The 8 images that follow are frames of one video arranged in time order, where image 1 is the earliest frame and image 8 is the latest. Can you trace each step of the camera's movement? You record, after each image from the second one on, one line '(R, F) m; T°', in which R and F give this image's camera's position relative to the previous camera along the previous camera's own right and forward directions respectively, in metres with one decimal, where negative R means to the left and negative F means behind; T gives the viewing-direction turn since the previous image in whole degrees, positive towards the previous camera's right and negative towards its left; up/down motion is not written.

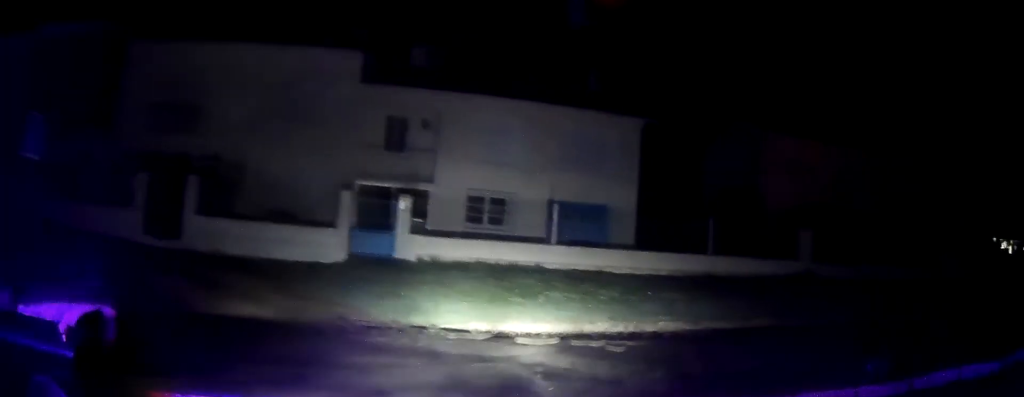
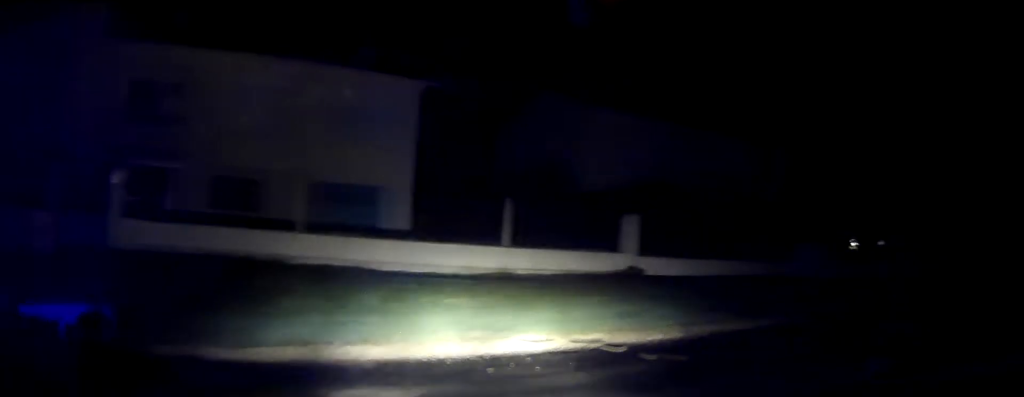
(+0.7, +6.1) m; +16°
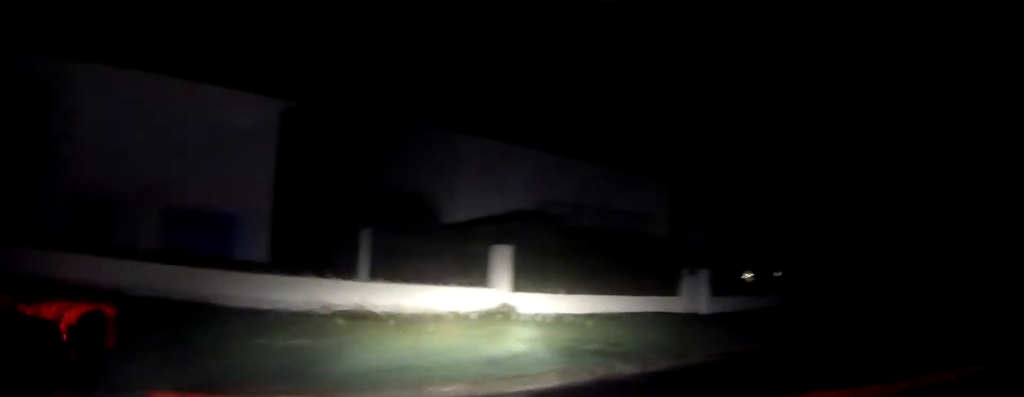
(+0.1, +2.3) m; +8°
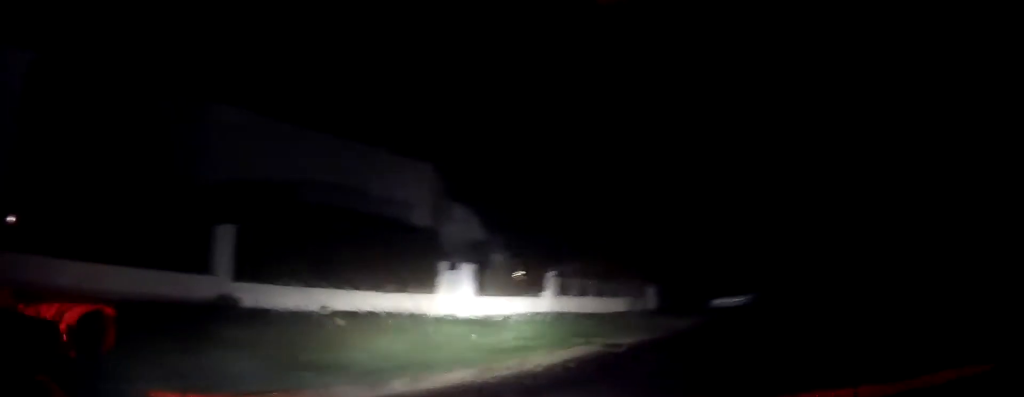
(+0.4, +3.5) m; +13°
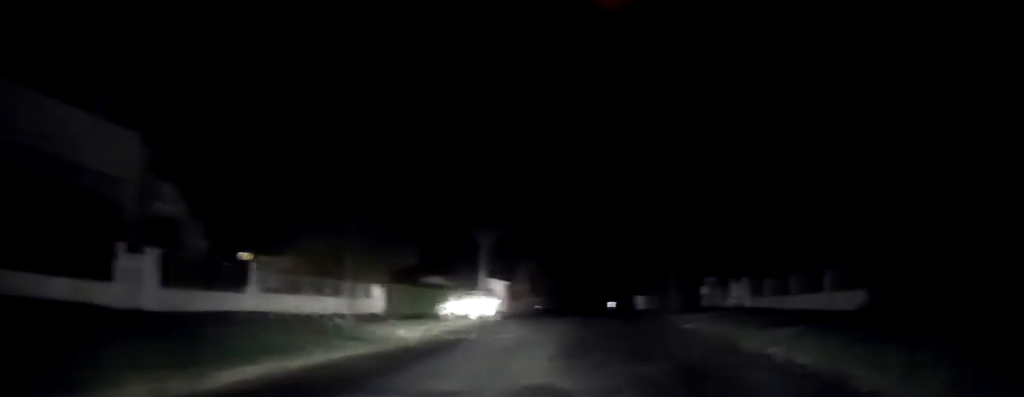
(+0.6, +3.8) m; +22°
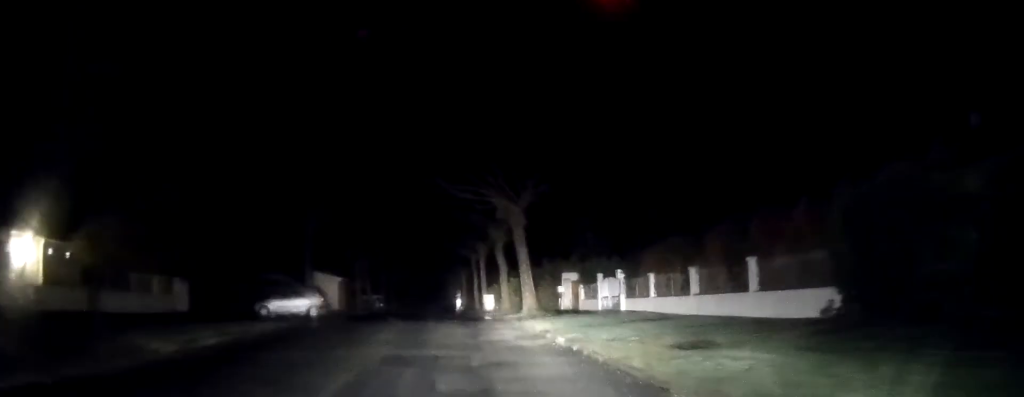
(+1.4, +4.3) m; +27°
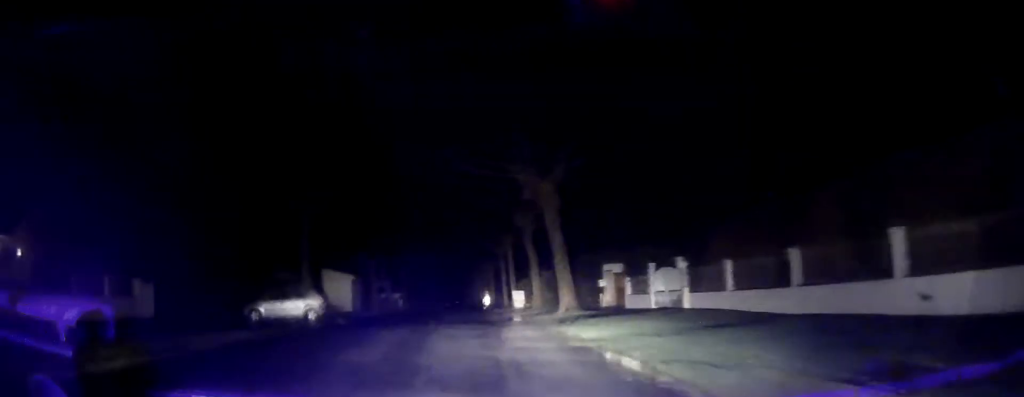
(+0.4, +3.7) m; +7°
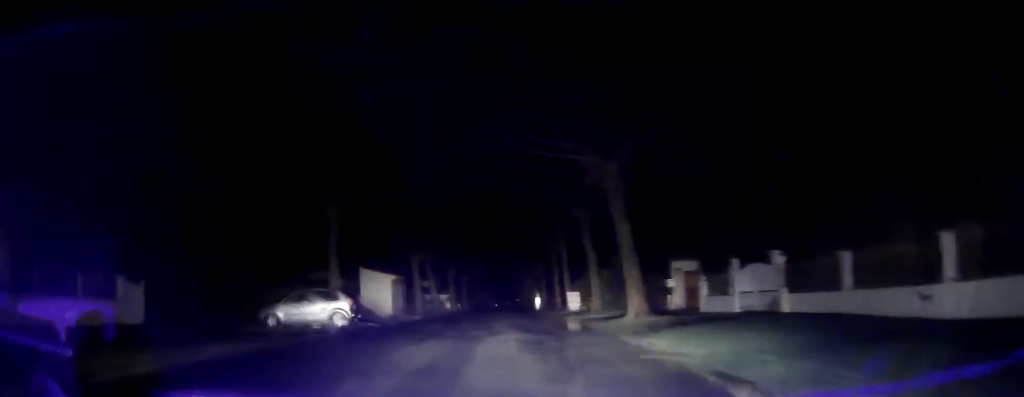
(0.0, +3.1) m; -2°
